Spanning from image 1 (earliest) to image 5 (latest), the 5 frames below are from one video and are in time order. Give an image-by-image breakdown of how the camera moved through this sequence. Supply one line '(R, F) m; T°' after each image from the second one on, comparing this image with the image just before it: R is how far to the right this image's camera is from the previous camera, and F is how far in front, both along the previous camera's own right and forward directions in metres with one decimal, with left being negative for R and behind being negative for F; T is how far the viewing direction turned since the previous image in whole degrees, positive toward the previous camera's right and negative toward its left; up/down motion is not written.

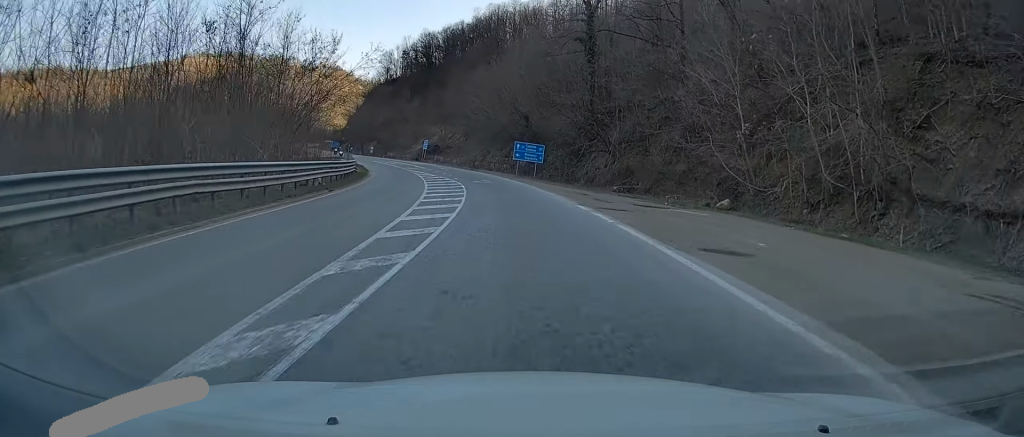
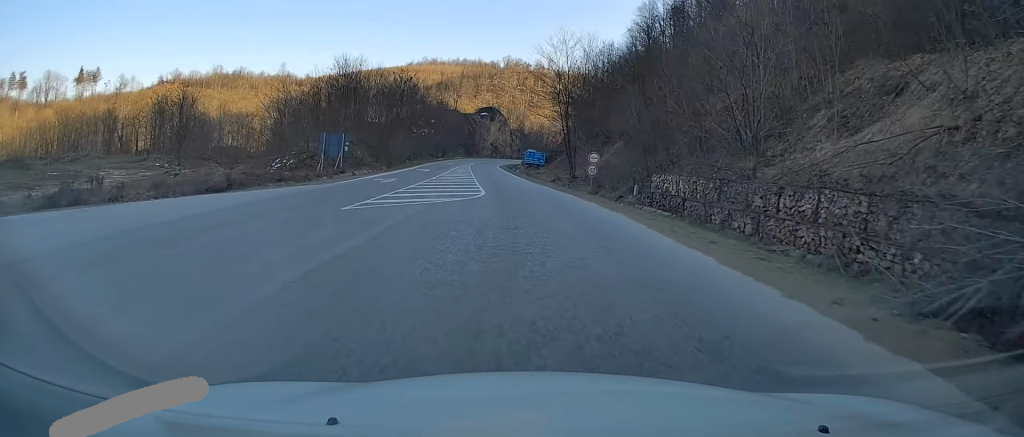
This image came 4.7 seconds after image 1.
(-20.5, +101.5) m; -22°
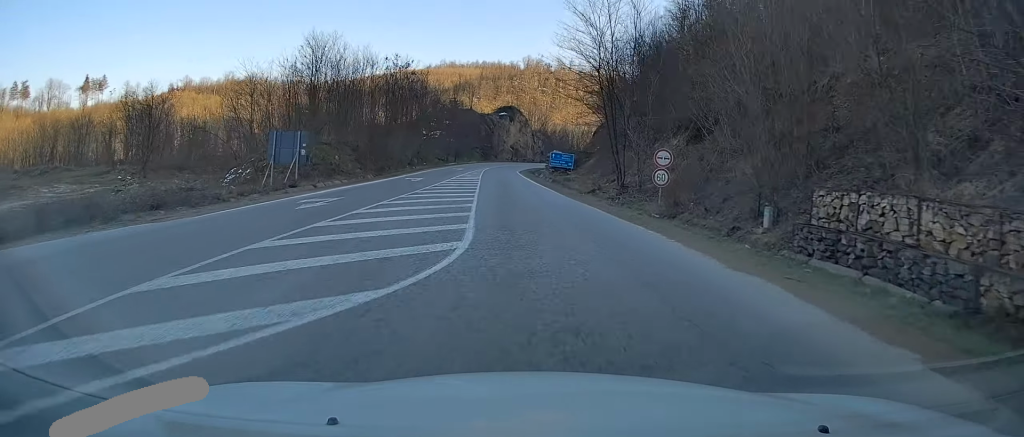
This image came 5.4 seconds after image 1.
(-0.3, +13.6) m; -1°
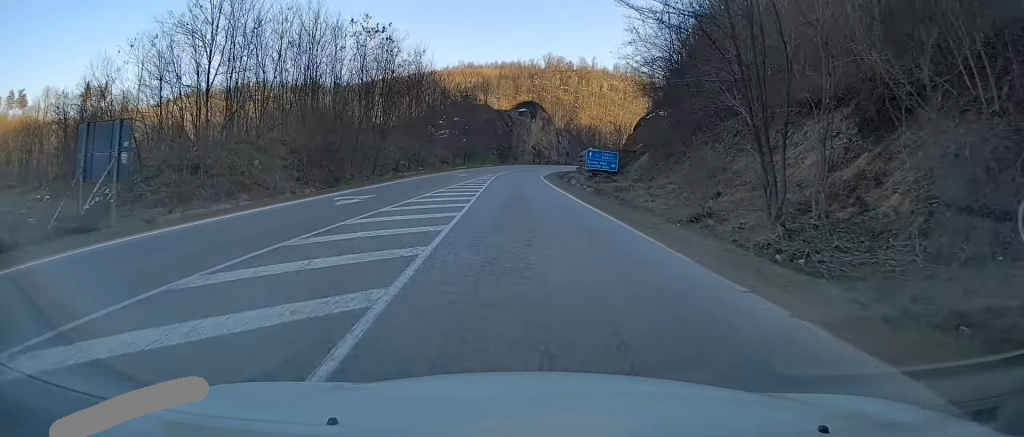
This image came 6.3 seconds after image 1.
(-0.2, +17.8) m; 0°
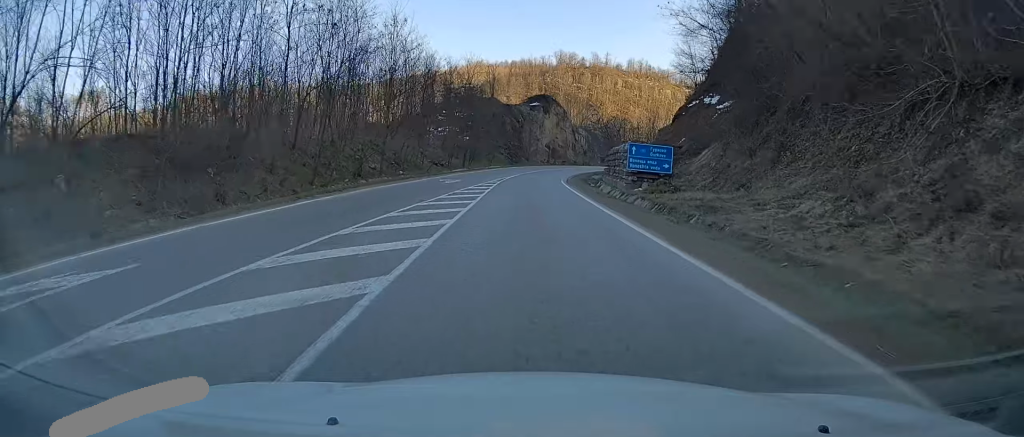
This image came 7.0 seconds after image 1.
(-0.1, +14.8) m; +1°
